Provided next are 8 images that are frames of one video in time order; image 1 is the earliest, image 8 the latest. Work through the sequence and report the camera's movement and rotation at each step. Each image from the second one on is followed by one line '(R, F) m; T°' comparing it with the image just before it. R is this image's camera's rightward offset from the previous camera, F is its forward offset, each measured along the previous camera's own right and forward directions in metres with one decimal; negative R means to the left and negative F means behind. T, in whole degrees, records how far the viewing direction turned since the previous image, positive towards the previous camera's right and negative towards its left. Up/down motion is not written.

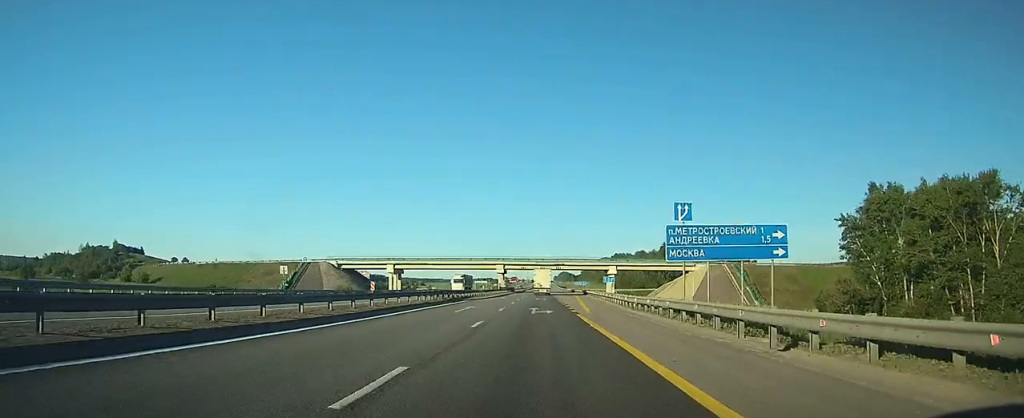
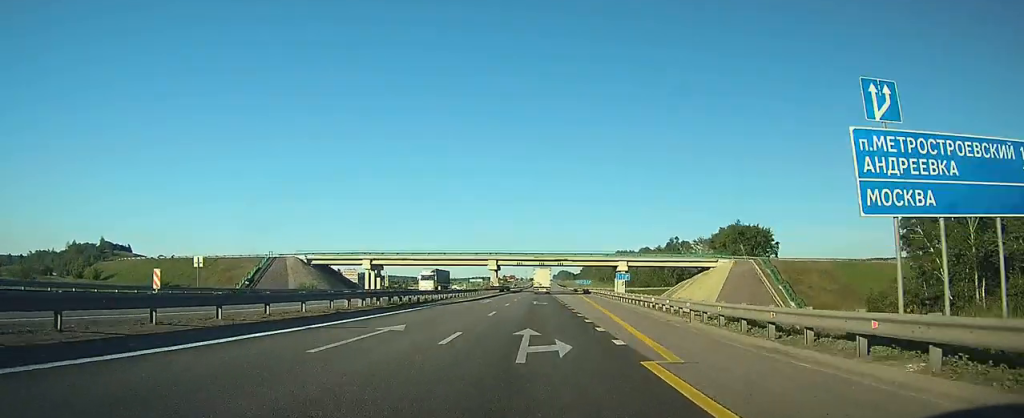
(0.0, +17.2) m; 0°
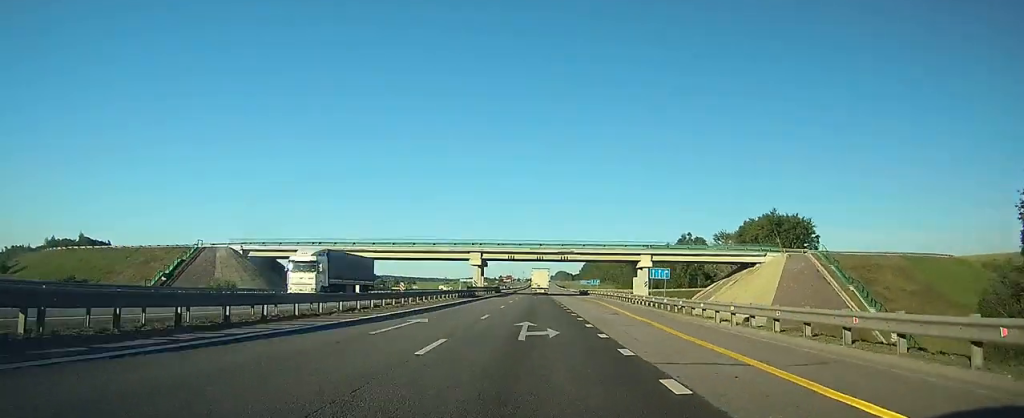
(+0.1, +25.4) m; 0°
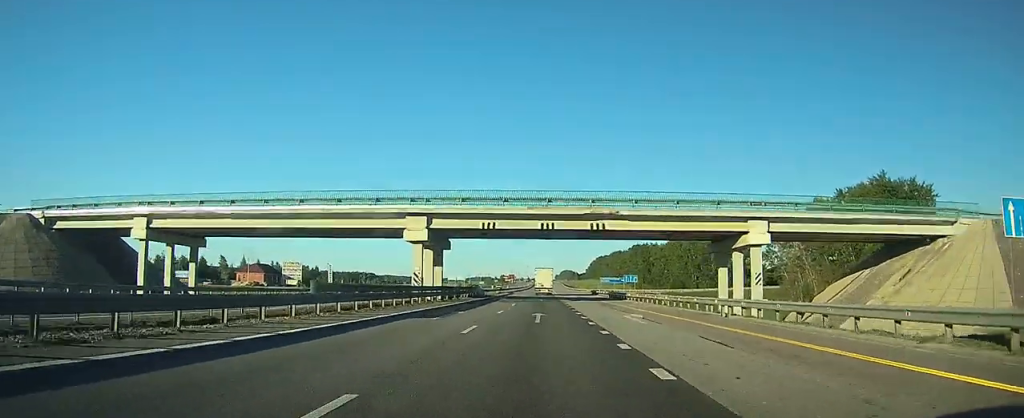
(+0.1, +42.1) m; 0°
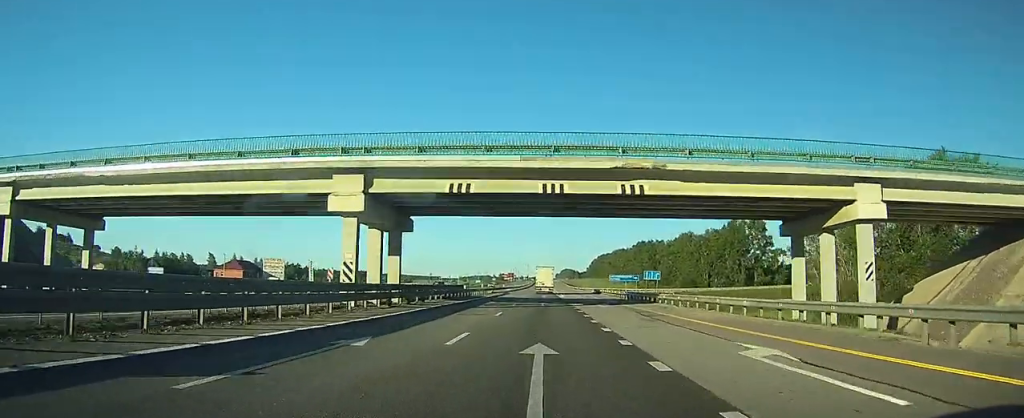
(0.0, +15.0) m; 0°
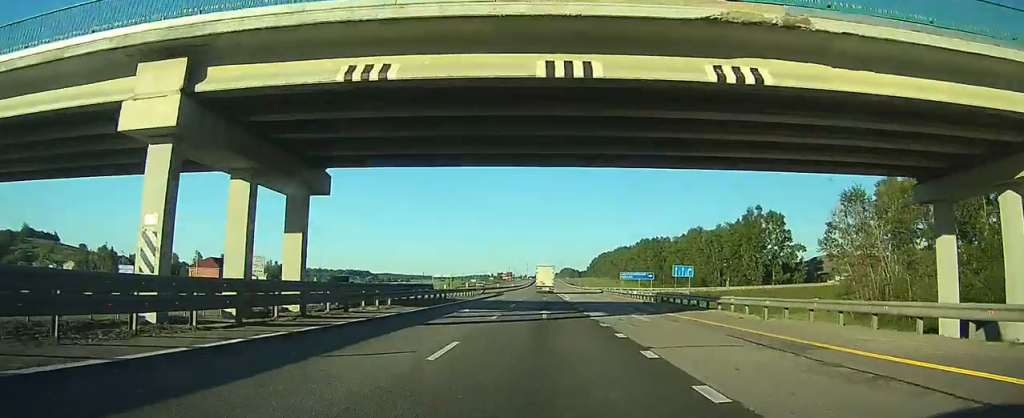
(0.0, +14.2) m; 0°
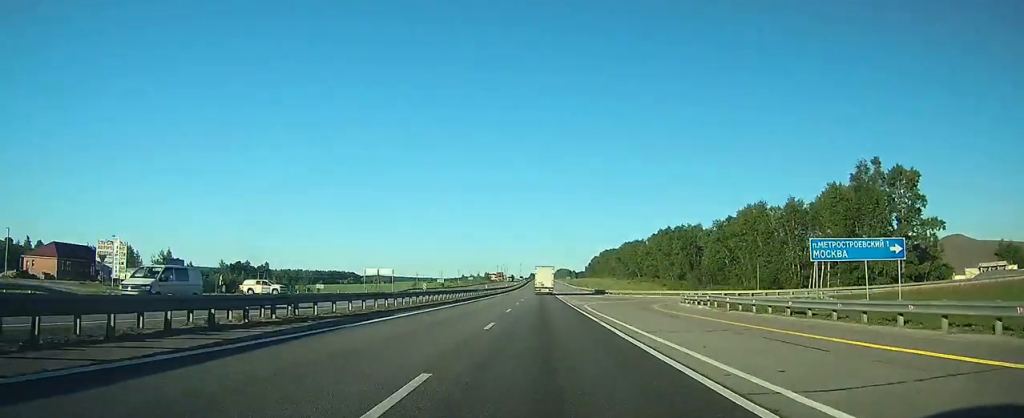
(+0.4, +63.2) m; 0°
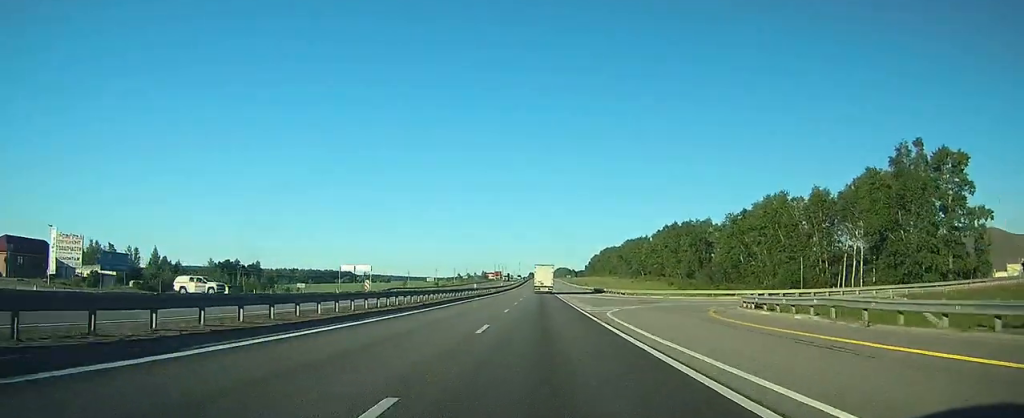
(-0.1, +13.5) m; 0°
